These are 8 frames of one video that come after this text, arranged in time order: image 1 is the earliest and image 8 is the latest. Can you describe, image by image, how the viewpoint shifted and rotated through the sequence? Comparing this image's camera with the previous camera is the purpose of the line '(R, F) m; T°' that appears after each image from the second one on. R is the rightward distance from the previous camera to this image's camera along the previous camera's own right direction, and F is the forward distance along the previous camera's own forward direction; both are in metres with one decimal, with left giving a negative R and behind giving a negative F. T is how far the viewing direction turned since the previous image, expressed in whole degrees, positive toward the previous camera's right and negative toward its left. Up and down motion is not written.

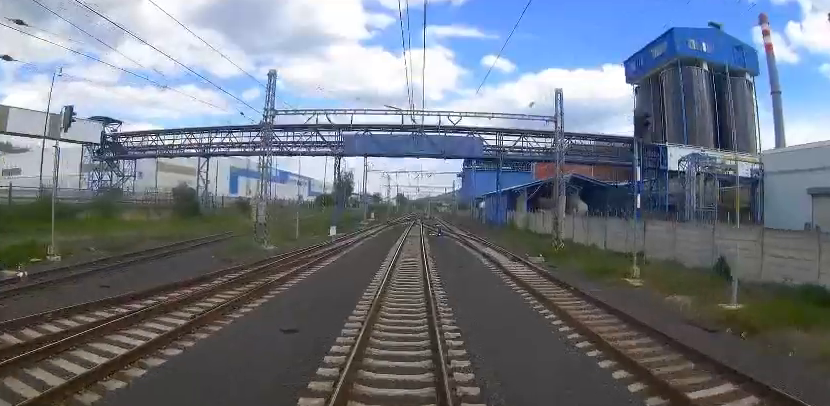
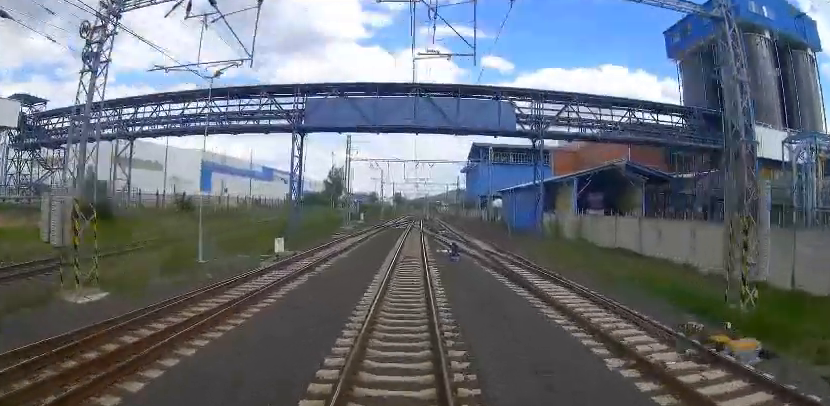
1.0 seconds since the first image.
(0.0, +15.5) m; 0°
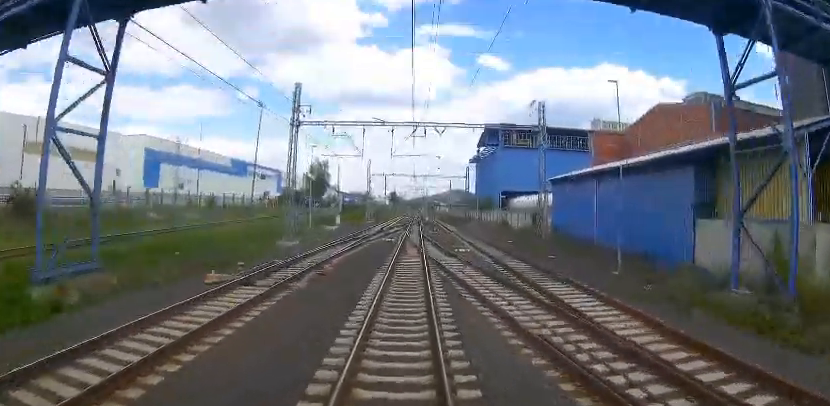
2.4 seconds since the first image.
(0.0, +21.8) m; 0°
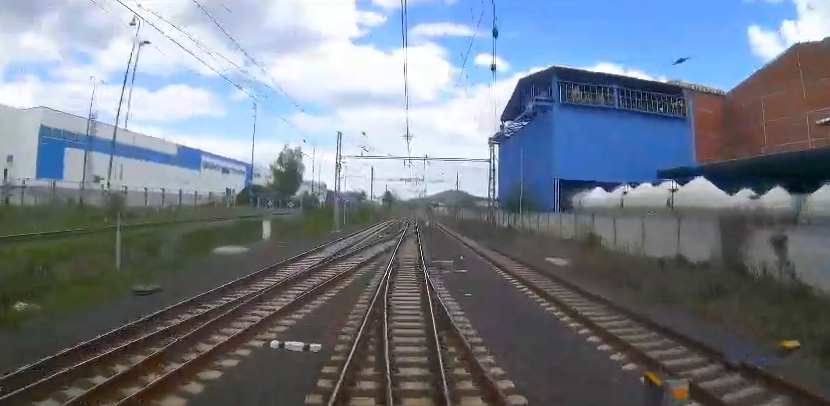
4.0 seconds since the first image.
(0.0, +26.8) m; 0°
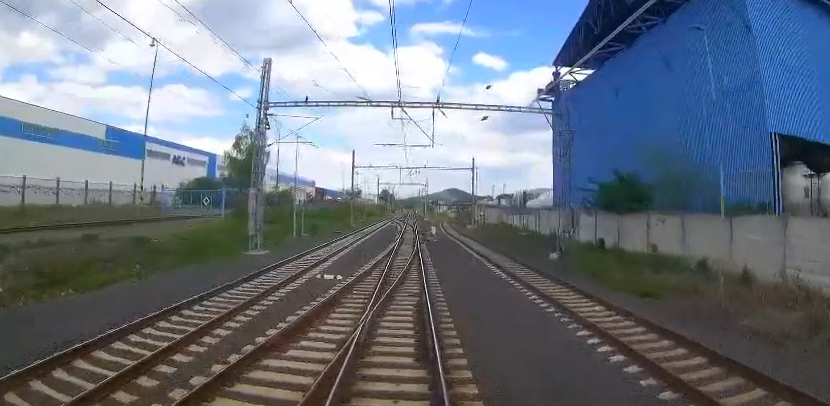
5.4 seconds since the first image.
(+0.3, +24.6) m; +1°
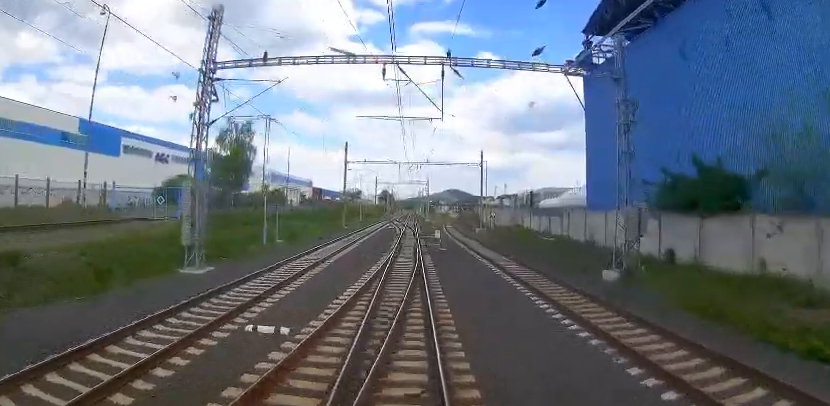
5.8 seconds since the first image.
(0.0, +7.2) m; 0°
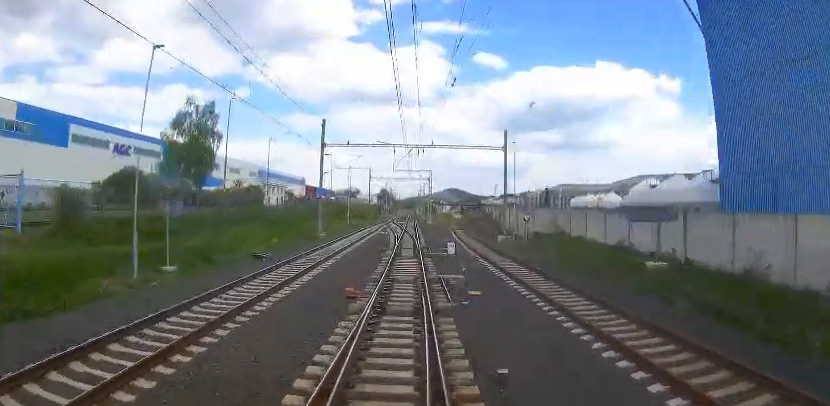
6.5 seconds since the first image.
(0.0, +14.0) m; -1°
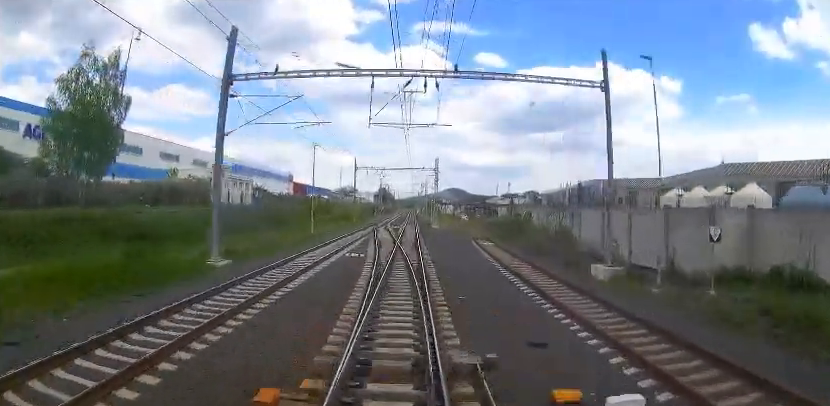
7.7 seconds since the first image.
(-0.2, +21.7) m; +1°
